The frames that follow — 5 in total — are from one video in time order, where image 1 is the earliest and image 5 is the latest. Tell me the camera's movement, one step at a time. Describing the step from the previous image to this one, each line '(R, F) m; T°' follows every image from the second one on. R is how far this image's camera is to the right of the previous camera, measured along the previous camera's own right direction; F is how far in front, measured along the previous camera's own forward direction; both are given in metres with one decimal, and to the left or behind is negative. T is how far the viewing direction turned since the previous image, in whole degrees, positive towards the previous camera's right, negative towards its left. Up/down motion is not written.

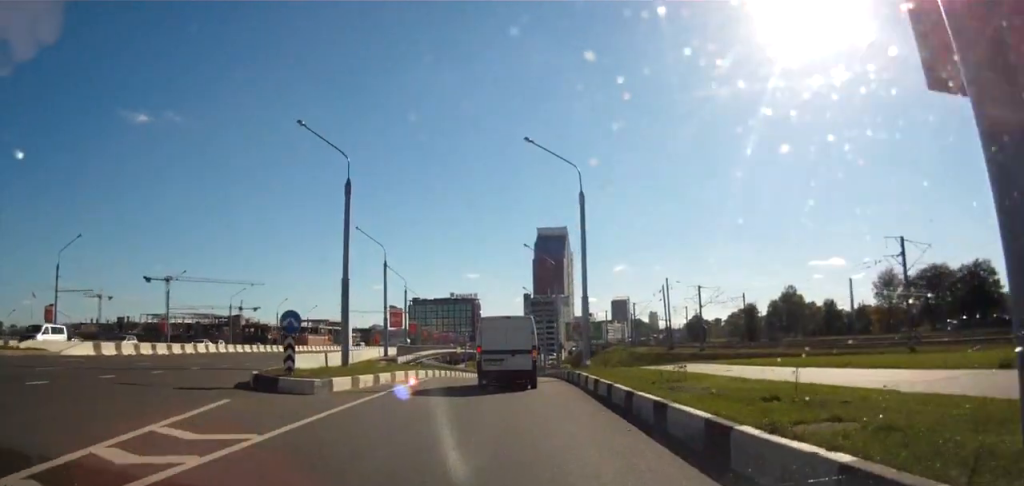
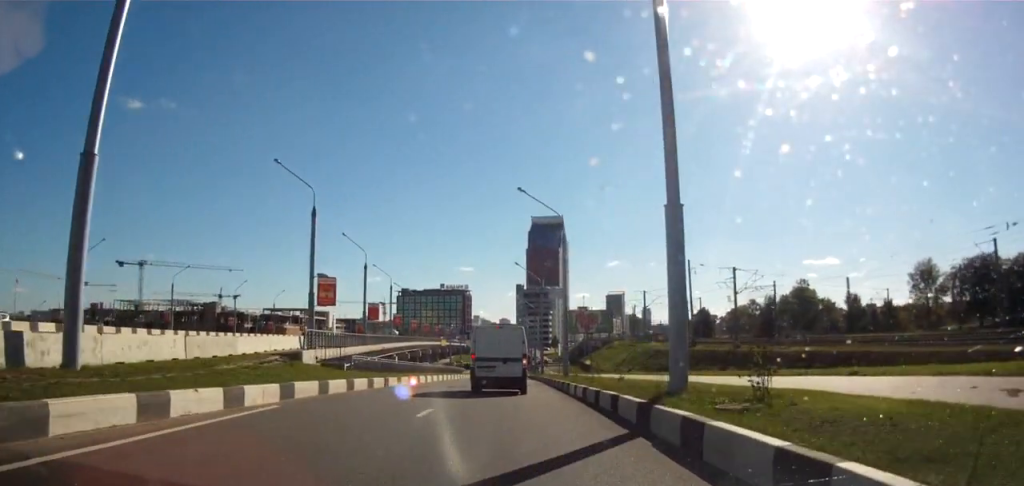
(+1.1, +20.6) m; +1°
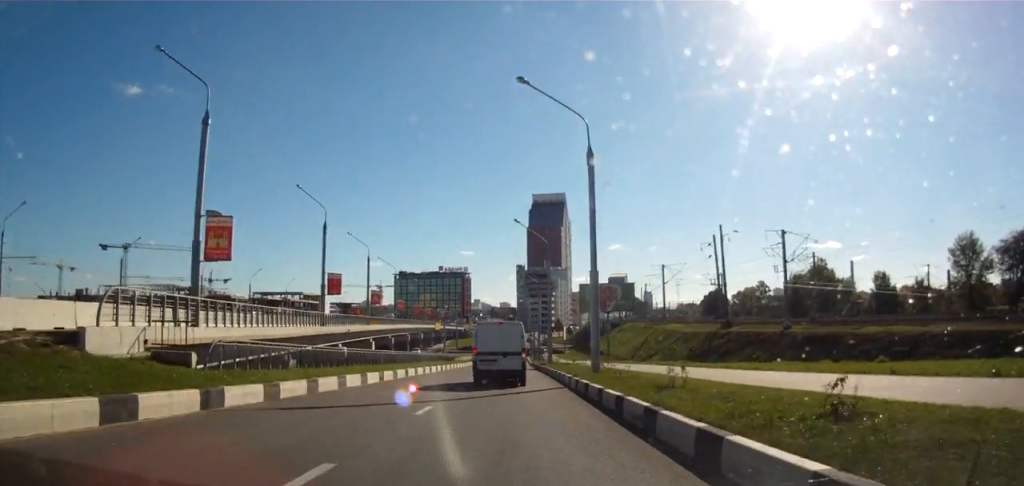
(-0.6, +16.4) m; -1°
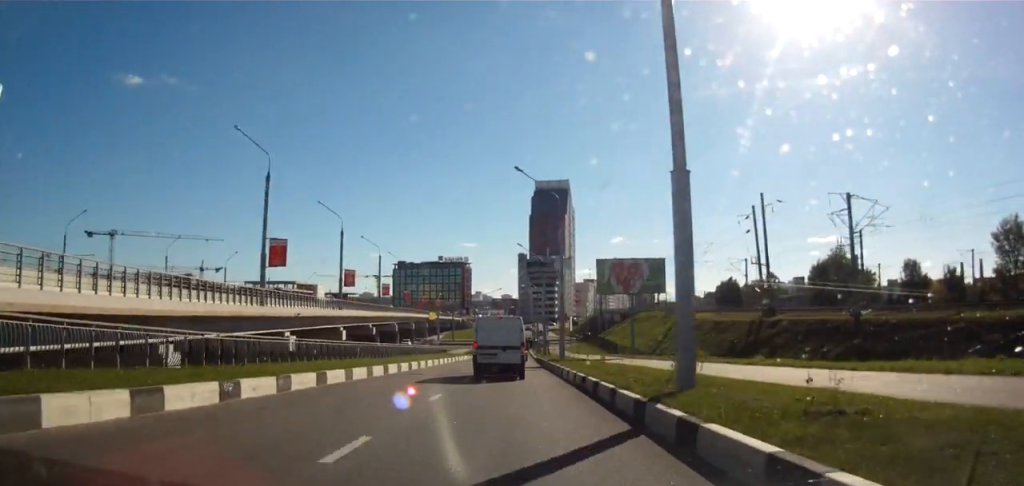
(+0.1, +14.2) m; 0°
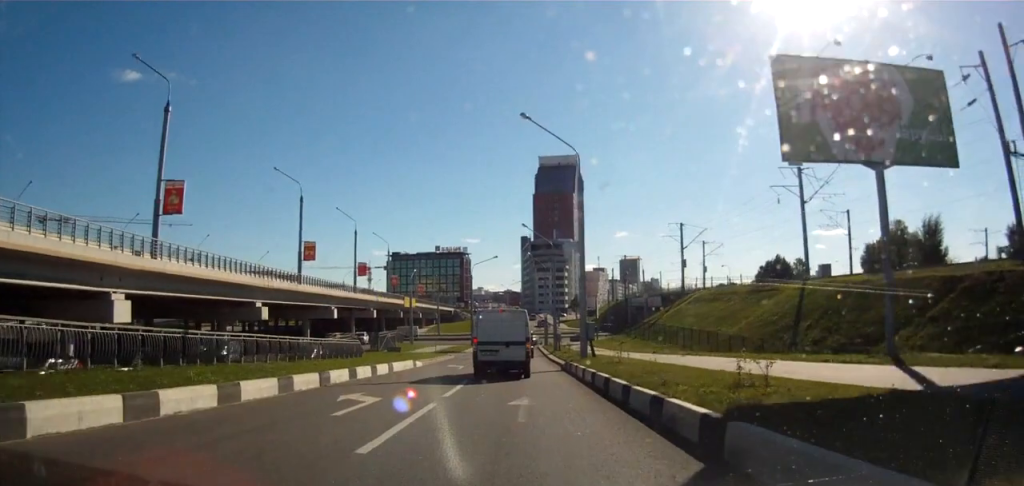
(-0.8, +39.6) m; 0°
